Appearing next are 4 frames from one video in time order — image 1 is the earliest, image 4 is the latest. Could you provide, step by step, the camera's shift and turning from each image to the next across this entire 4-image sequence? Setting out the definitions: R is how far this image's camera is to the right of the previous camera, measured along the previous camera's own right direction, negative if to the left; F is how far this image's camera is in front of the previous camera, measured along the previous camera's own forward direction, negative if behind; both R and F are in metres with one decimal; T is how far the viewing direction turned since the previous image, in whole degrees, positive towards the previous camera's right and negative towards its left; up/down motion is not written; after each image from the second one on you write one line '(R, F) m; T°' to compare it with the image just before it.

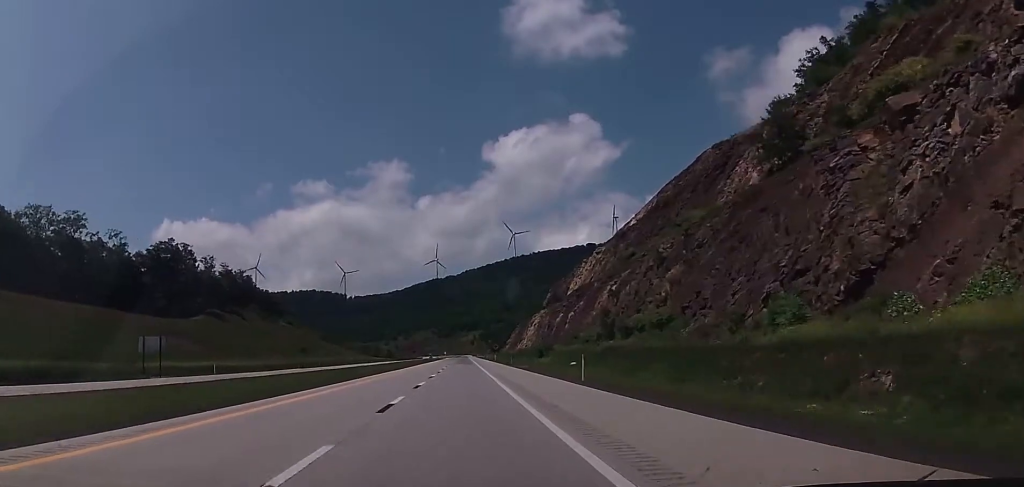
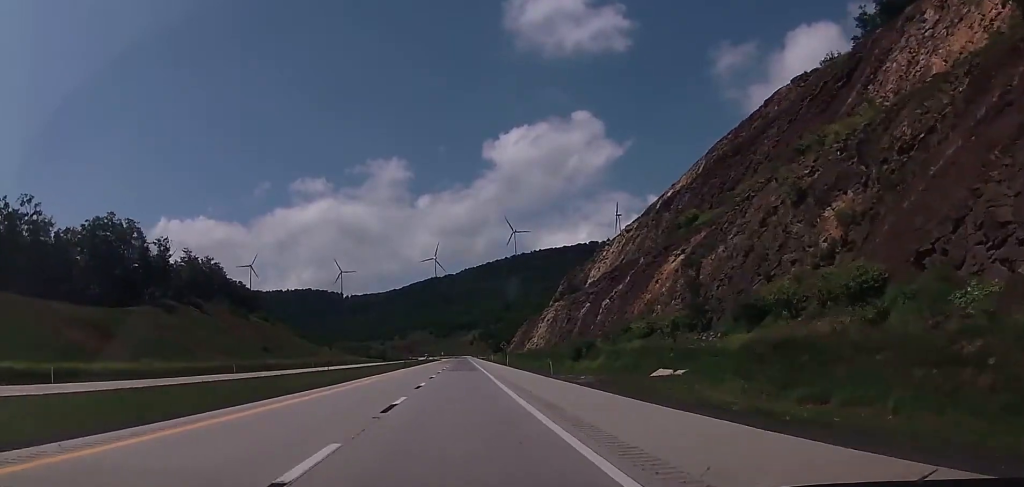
(+0.2, +36.0) m; +1°
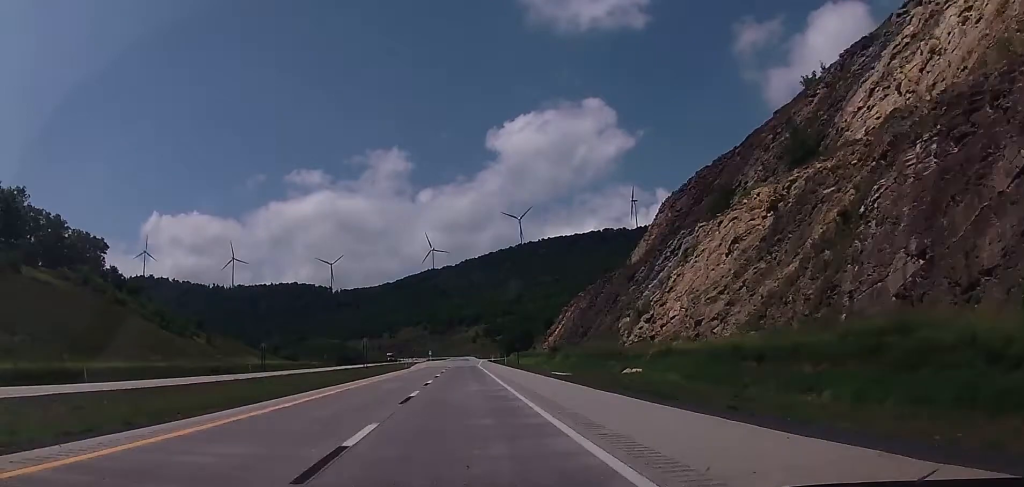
(-1.2, +129.6) m; 0°
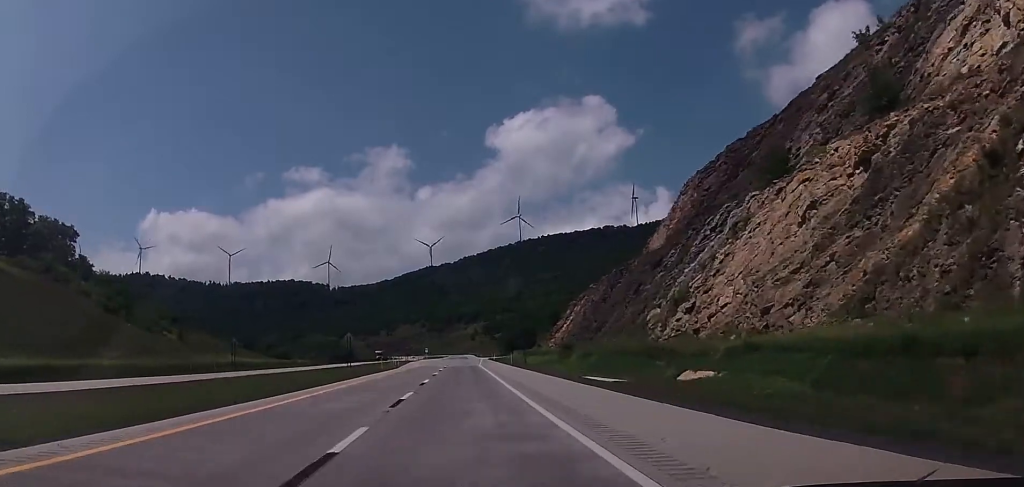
(0.0, +14.1) m; 0°
